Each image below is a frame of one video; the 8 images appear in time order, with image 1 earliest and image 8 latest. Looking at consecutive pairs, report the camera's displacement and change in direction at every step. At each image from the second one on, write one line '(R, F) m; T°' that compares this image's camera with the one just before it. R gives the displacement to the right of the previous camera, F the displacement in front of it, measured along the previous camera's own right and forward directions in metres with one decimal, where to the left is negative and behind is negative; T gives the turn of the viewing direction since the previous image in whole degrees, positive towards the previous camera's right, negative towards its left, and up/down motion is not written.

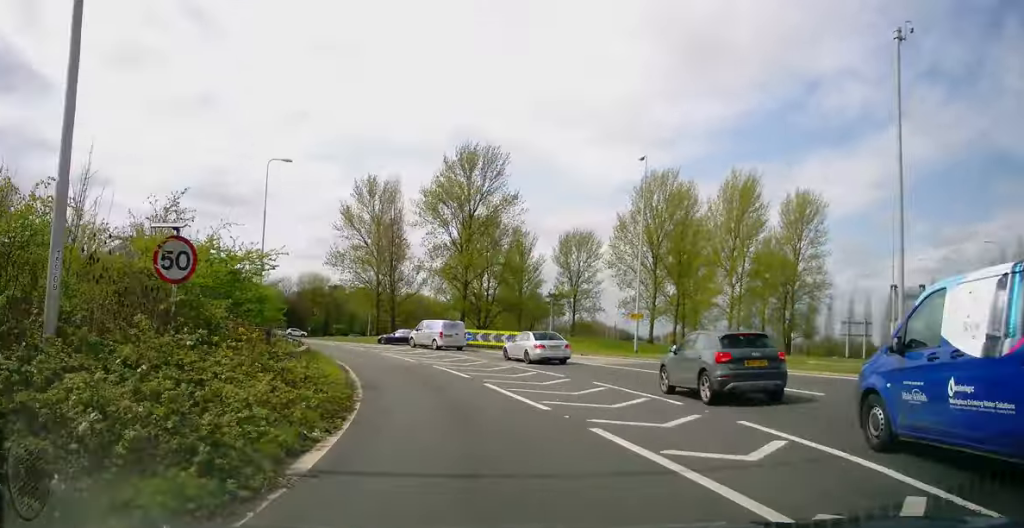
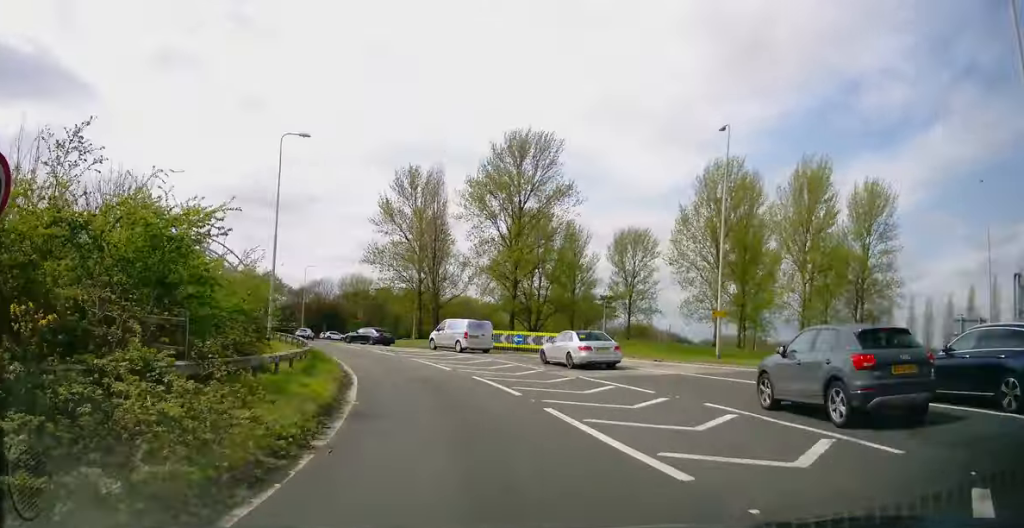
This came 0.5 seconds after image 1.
(-0.6, +6.4) m; -5°
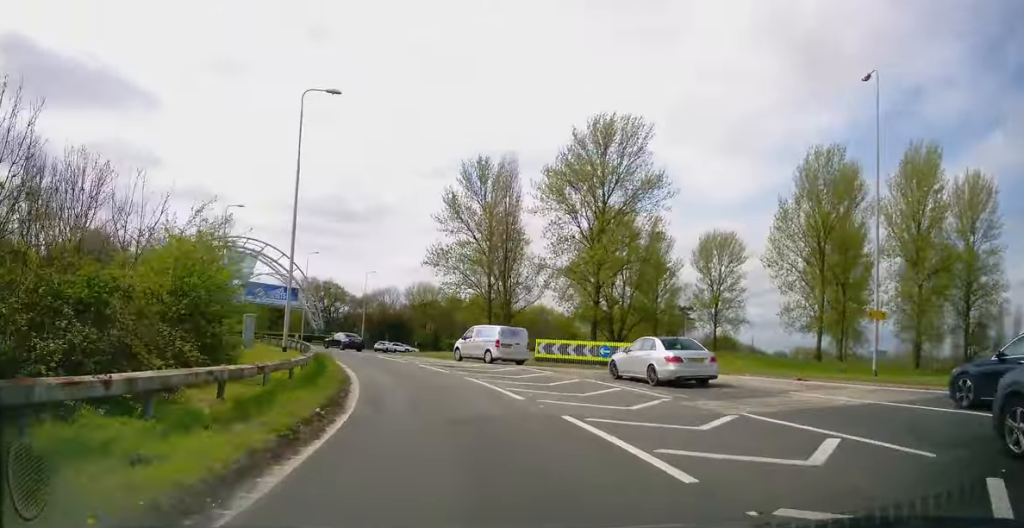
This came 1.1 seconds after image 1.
(-0.5, +8.7) m; -7°
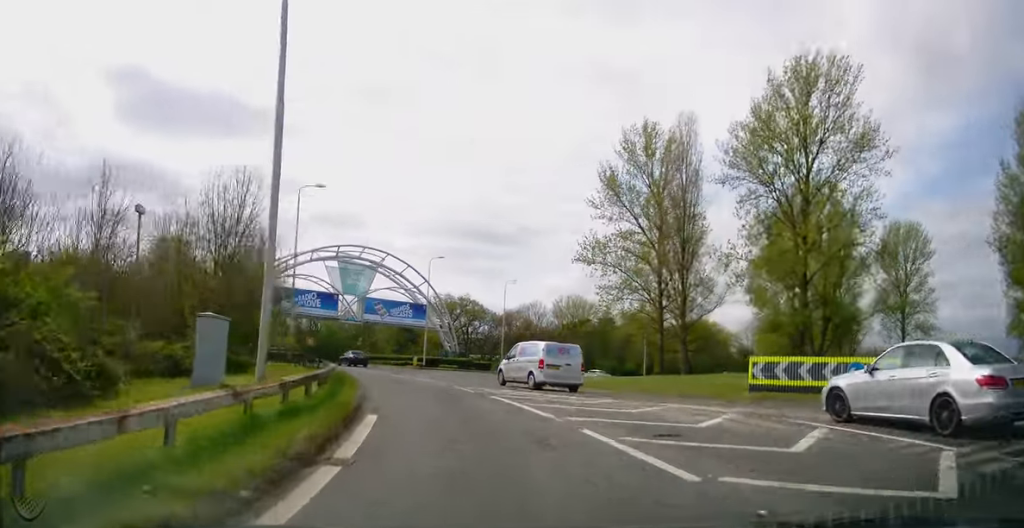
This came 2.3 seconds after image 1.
(-1.6, +16.5) m; -10°
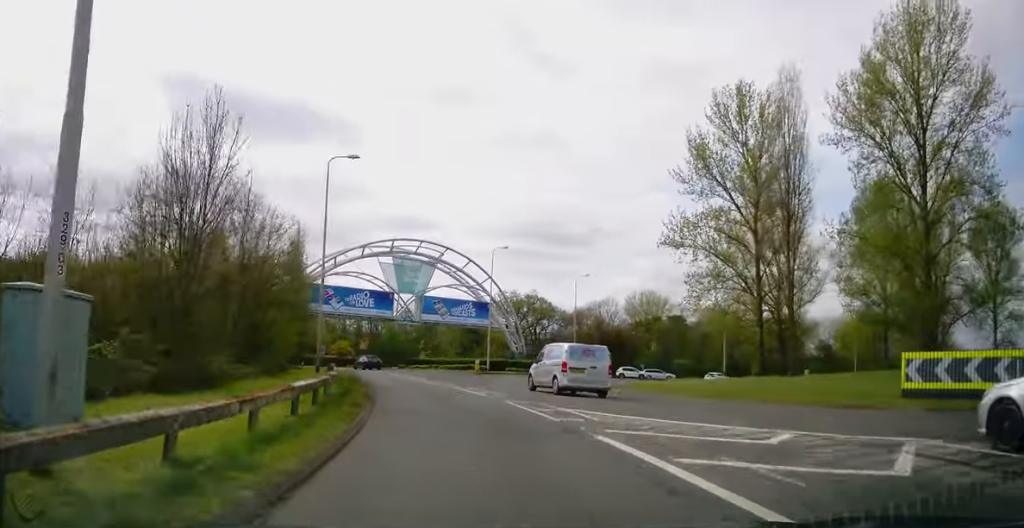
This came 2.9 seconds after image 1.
(-0.3, +8.0) m; -5°
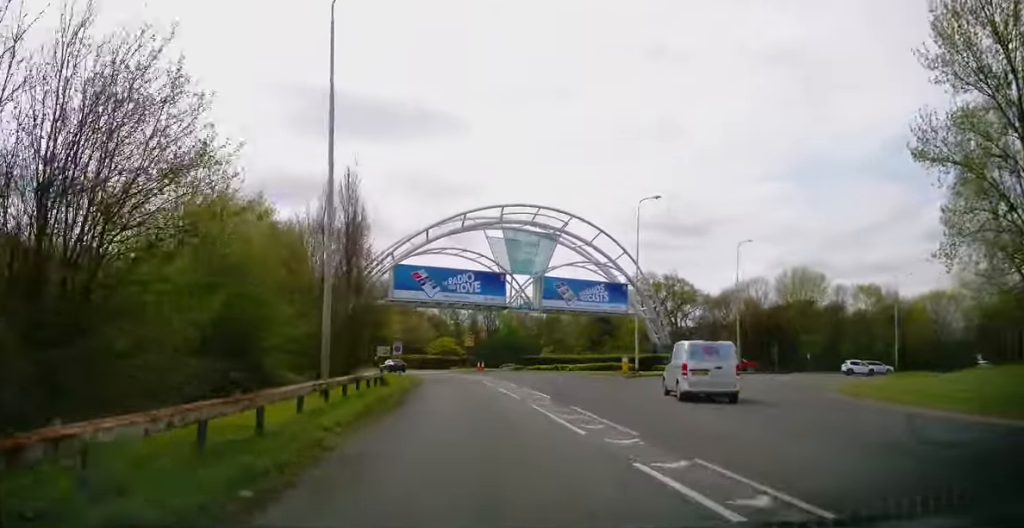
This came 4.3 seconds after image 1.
(-1.7, +18.2) m; -10°
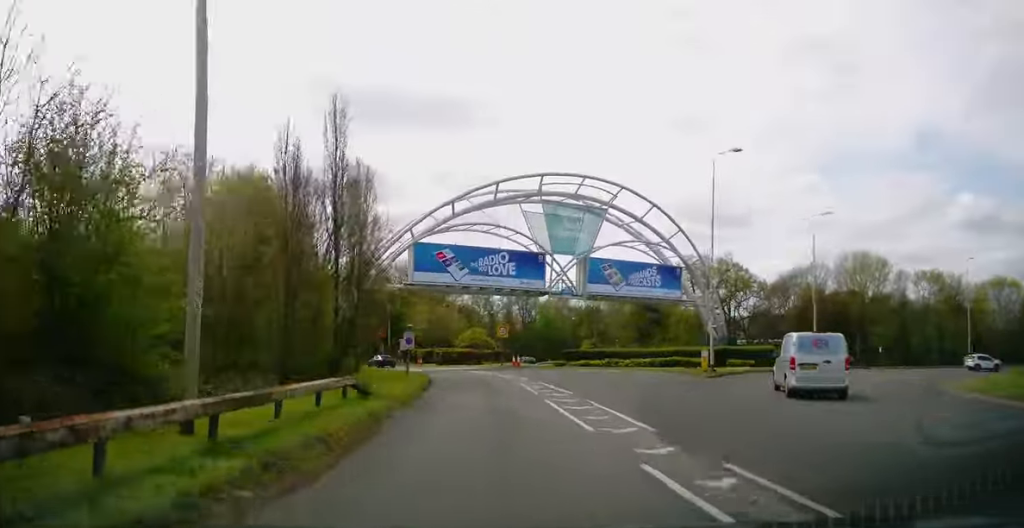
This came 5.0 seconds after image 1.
(-0.5, +8.9) m; -3°
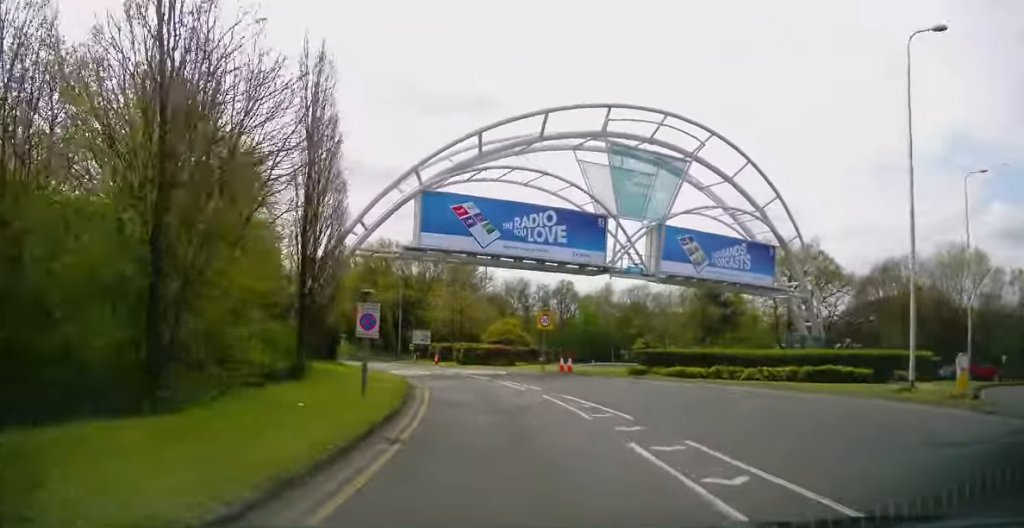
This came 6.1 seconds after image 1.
(-0.2, +15.7) m; -3°
